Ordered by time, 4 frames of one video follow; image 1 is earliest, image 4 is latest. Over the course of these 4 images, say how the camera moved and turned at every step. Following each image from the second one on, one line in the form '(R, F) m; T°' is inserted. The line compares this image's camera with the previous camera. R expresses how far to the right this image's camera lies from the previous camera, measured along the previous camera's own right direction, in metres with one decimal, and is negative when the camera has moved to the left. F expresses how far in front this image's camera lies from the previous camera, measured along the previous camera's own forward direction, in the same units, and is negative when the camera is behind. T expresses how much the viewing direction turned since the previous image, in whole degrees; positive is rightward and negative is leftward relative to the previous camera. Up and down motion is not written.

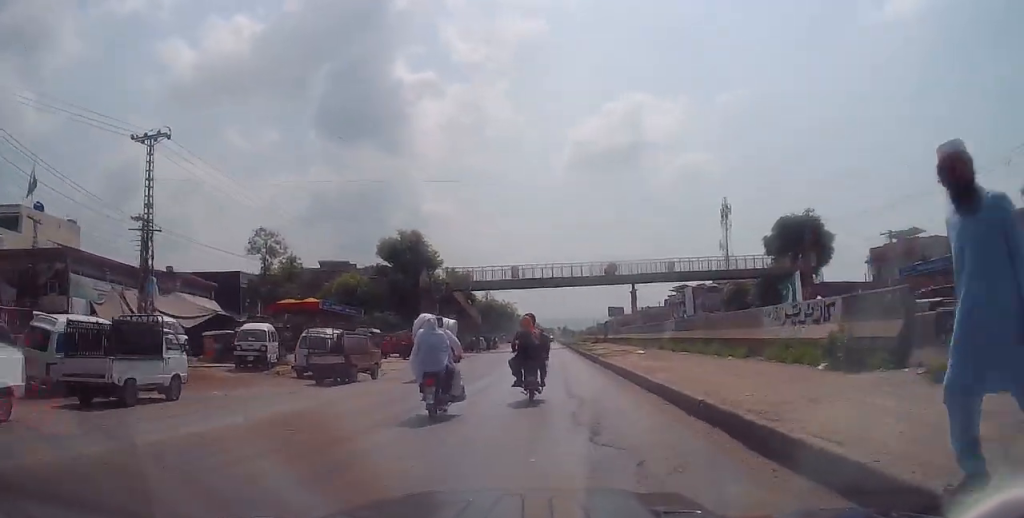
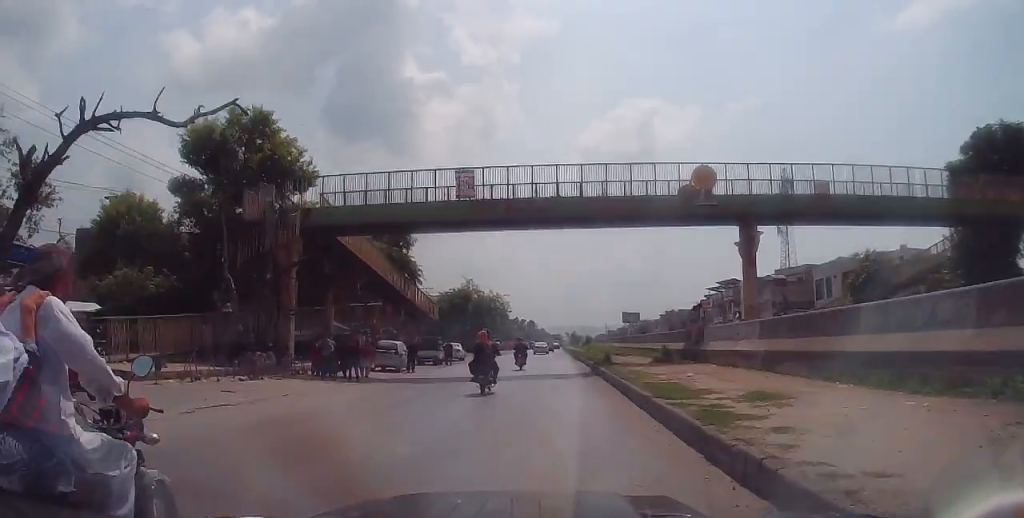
(+0.2, +38.9) m; 0°
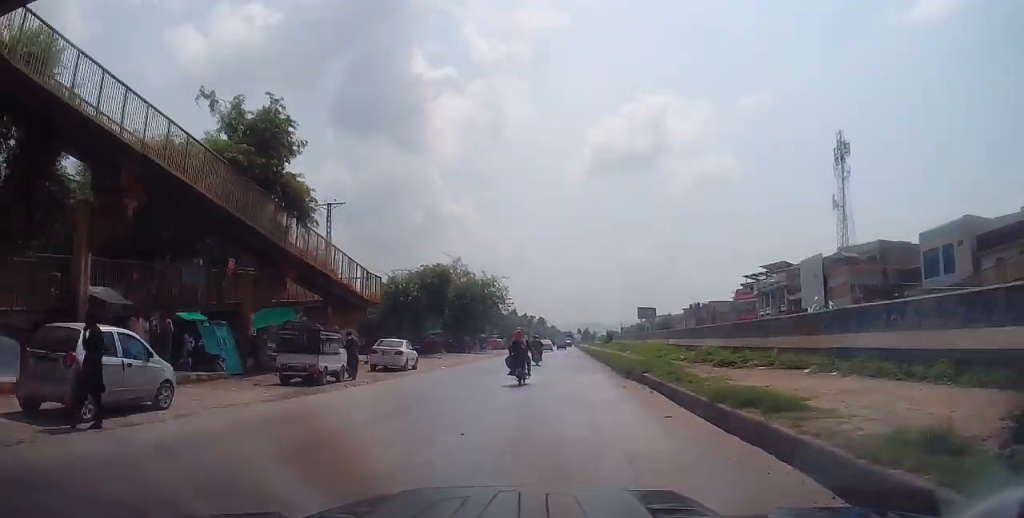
(-0.2, +22.4) m; -1°
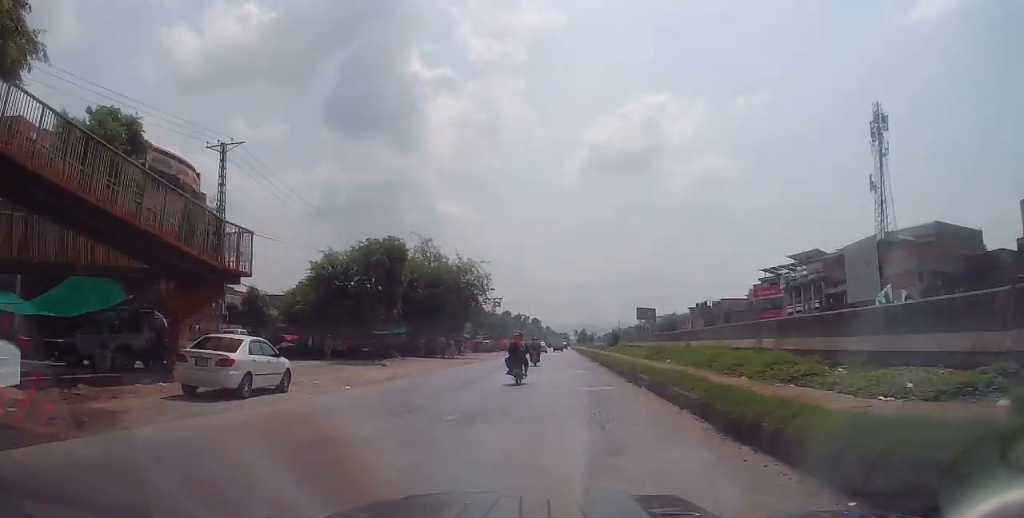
(0.0, +15.2) m; -1°
